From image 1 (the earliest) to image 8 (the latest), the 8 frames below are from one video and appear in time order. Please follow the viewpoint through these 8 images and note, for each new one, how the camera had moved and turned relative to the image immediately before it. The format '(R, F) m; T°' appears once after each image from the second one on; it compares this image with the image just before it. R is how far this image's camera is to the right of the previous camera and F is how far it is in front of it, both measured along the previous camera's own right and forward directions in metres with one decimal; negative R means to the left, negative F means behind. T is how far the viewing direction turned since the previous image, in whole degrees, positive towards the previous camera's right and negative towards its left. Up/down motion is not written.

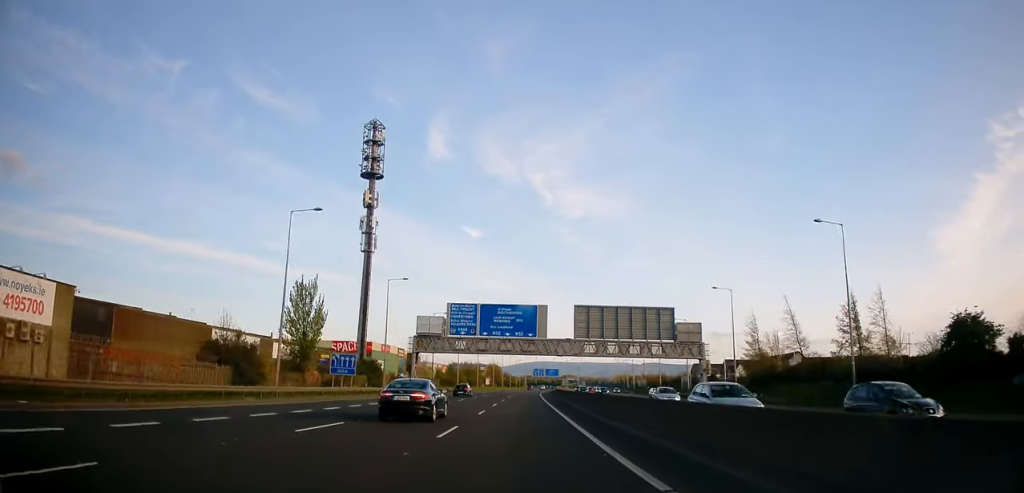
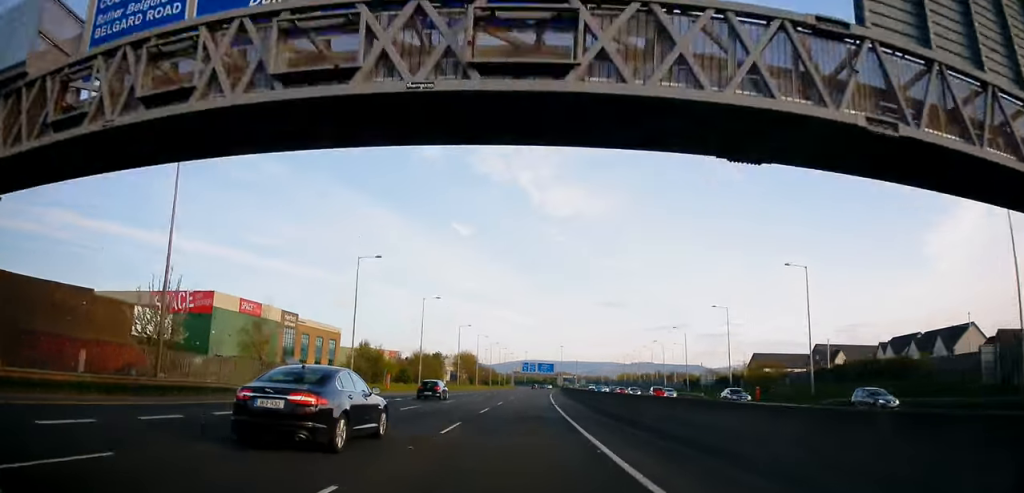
(+2.0, +82.4) m; +3°
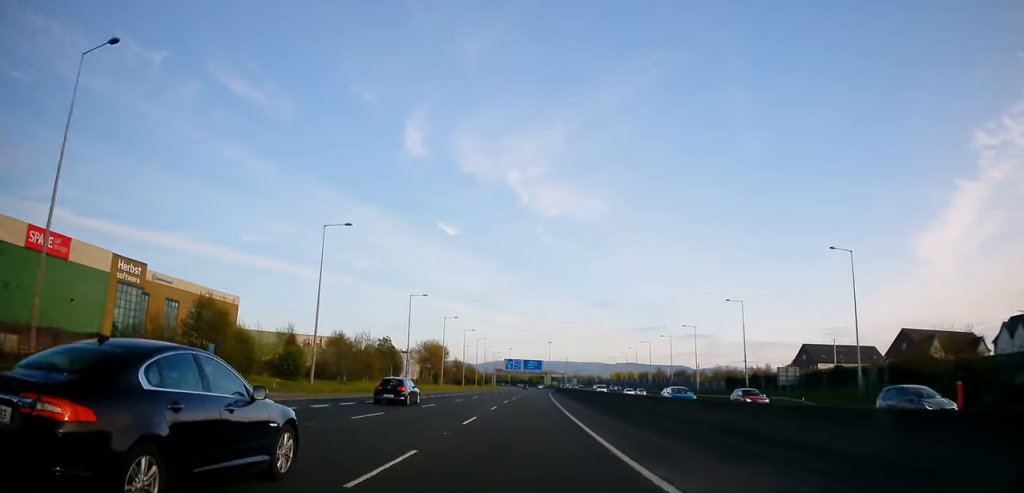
(+0.1, +43.2) m; +1°
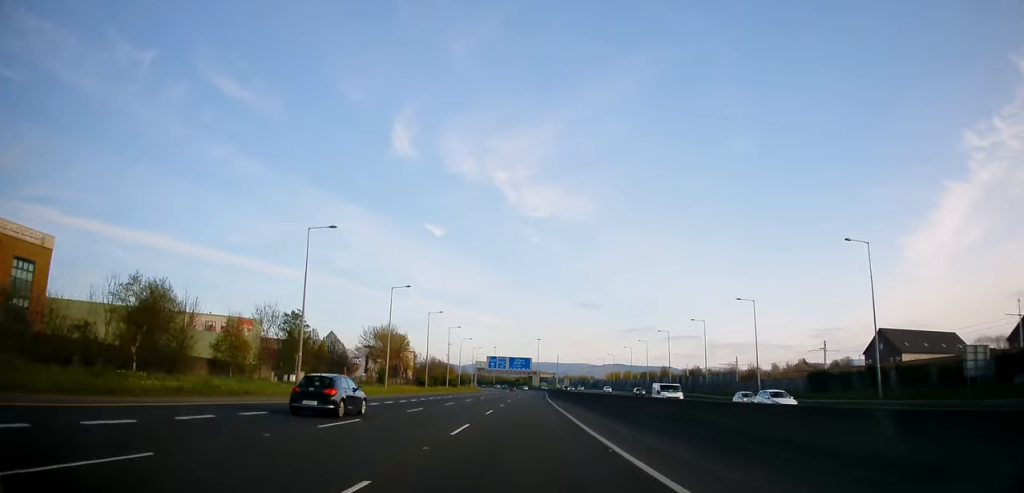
(+0.3, +37.9) m; +1°
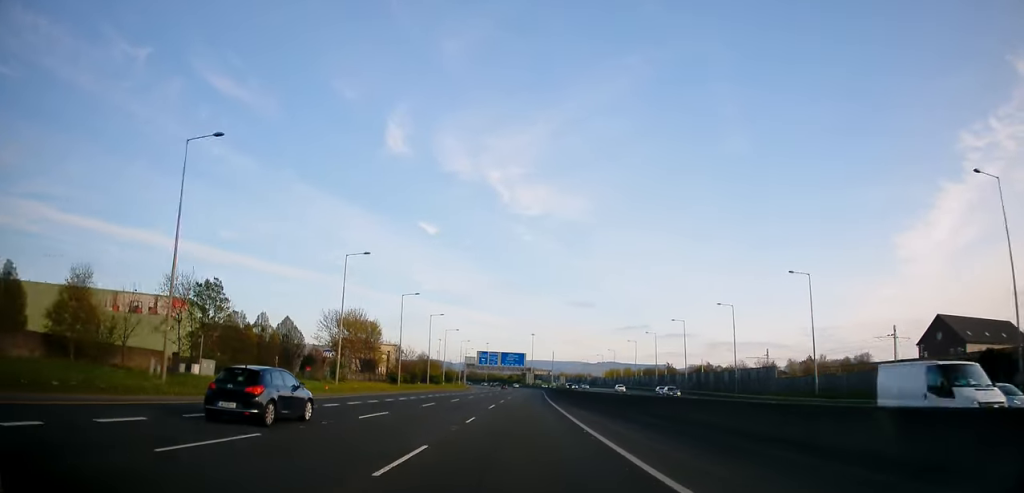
(0.0, +18.9) m; +1°
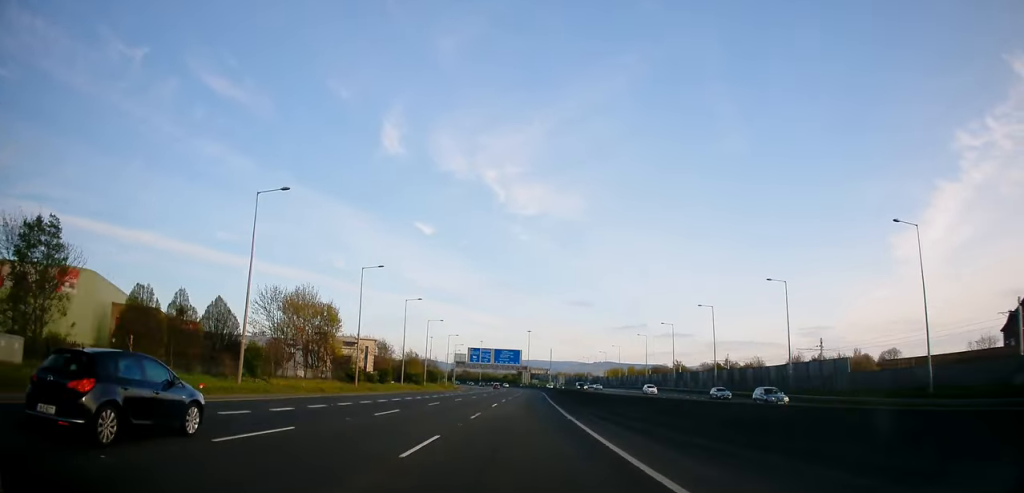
(+0.3, +21.7) m; +1°
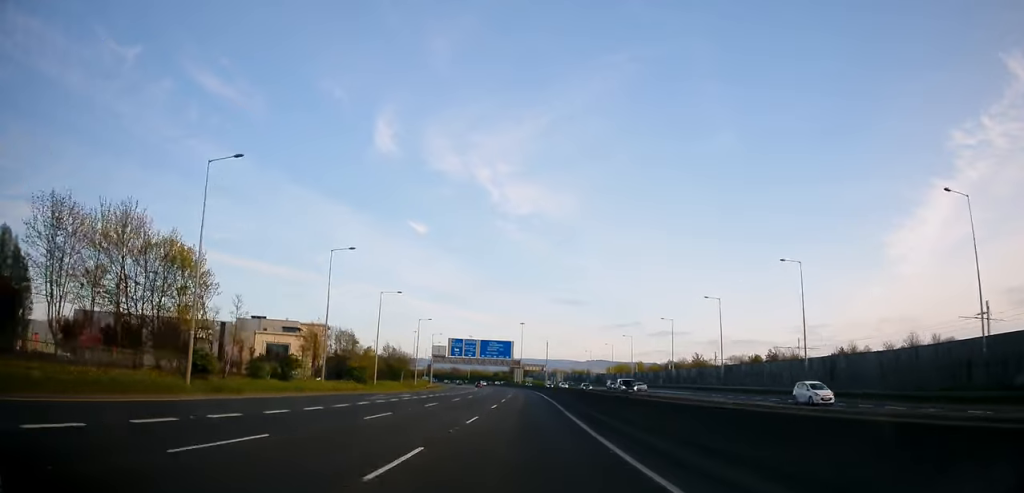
(+0.2, +36.3) m; +1°
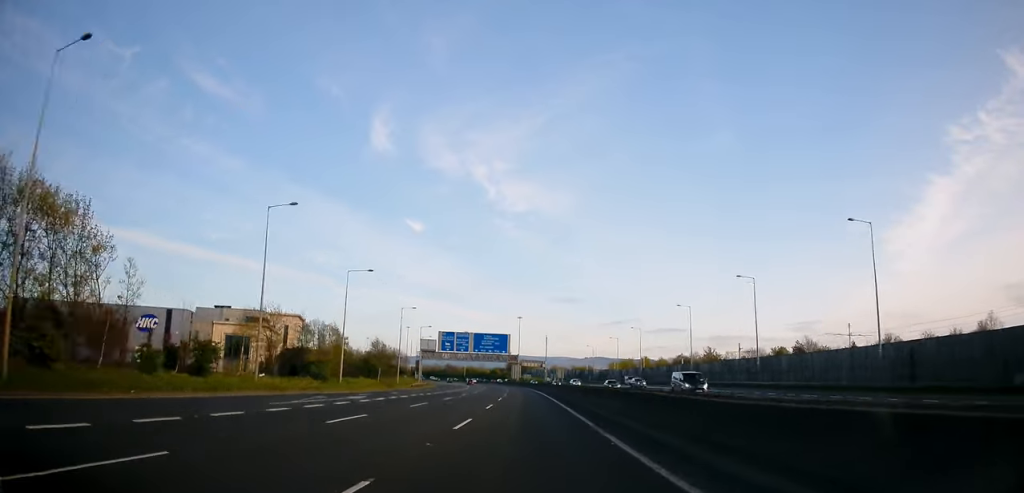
(+0.1, +14.6) m; 0°
